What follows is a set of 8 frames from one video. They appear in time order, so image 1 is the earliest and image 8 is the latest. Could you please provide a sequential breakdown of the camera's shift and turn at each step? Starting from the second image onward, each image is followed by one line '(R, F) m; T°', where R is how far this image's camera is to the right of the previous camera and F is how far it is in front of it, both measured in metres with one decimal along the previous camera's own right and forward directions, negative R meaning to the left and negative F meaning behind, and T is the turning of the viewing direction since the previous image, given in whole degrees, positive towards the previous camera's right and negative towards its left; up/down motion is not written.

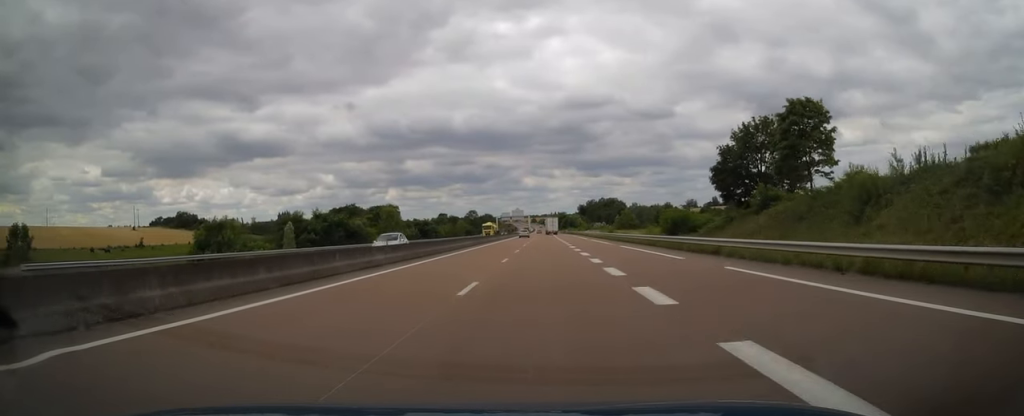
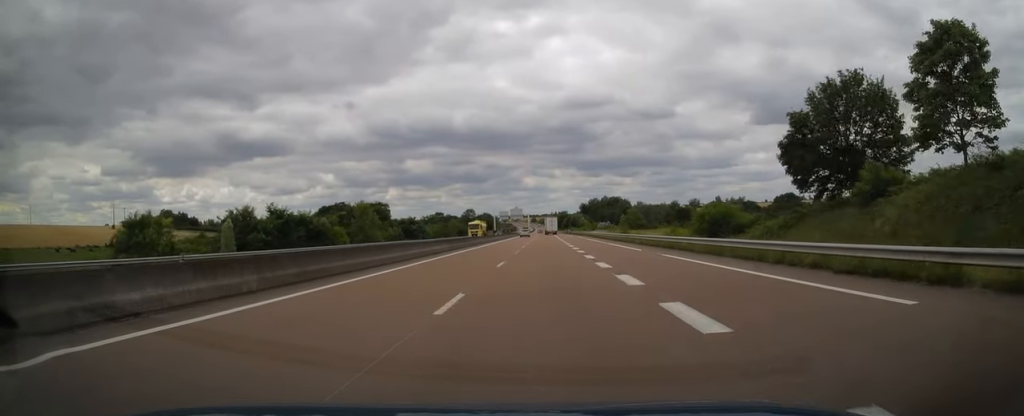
(-0.2, +15.7) m; 0°
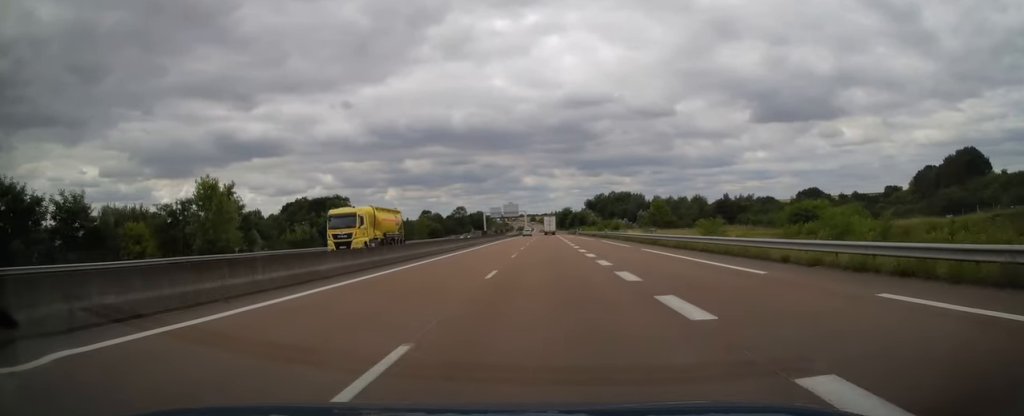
(-0.1, +44.2) m; 0°
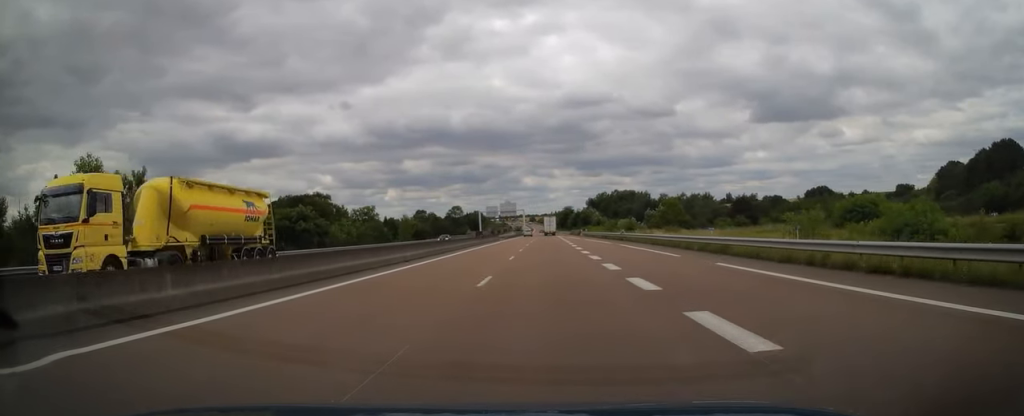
(0.0, +15.2) m; 0°
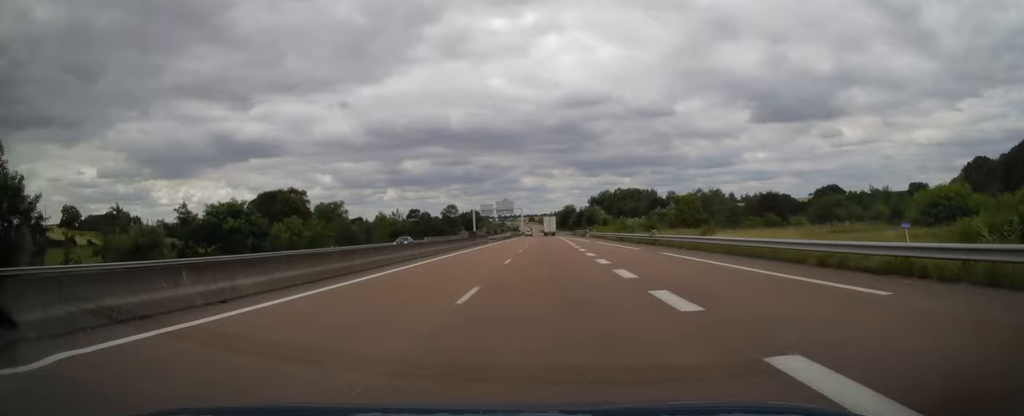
(0.0, +16.2) m; 0°
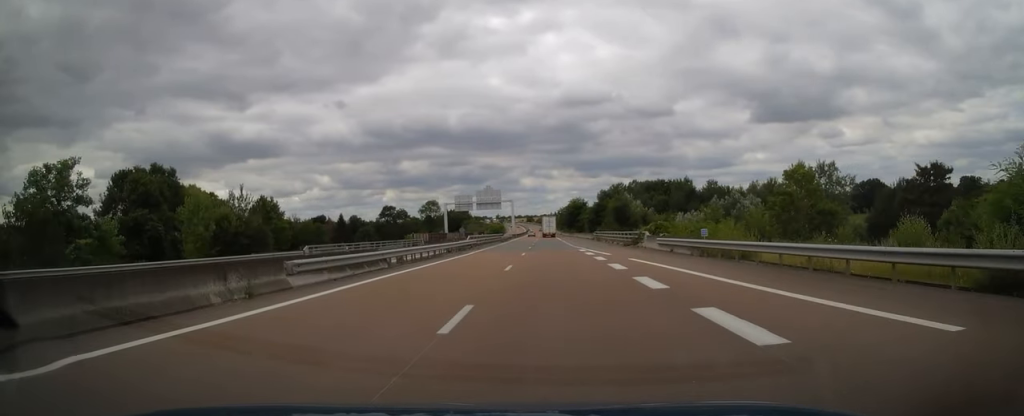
(-0.3, +54.4) m; -1°
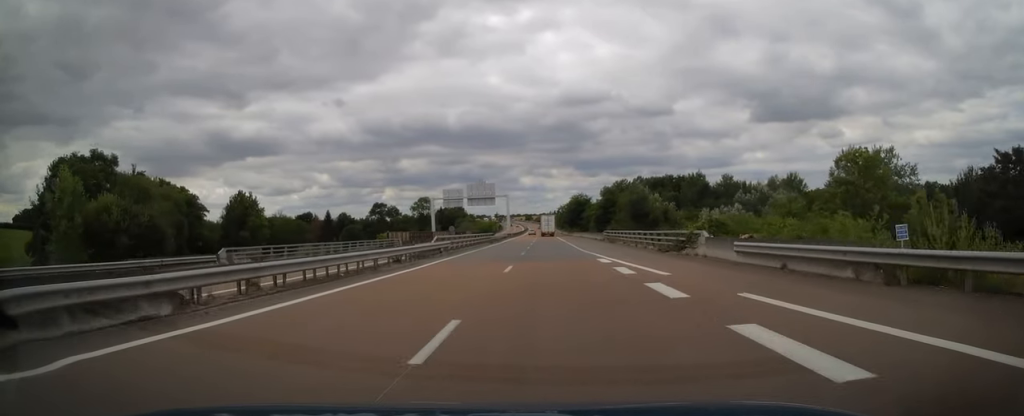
(0.0, +14.7) m; 0°
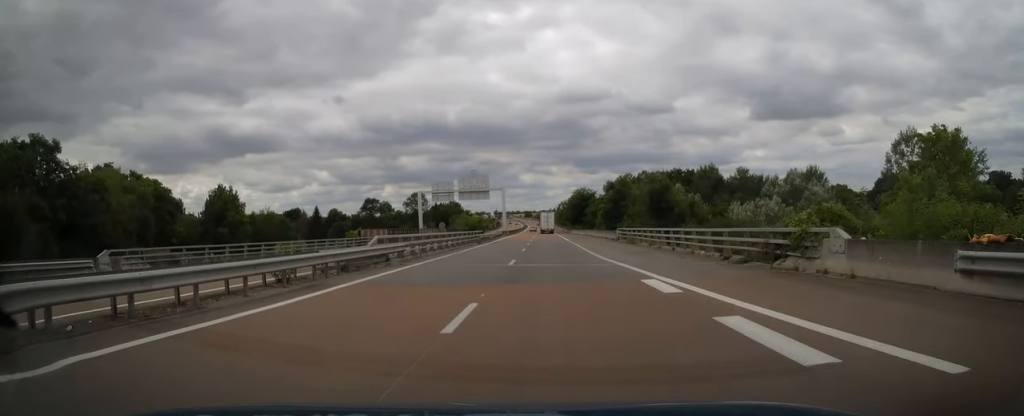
(-0.1, +12.2) m; 0°
